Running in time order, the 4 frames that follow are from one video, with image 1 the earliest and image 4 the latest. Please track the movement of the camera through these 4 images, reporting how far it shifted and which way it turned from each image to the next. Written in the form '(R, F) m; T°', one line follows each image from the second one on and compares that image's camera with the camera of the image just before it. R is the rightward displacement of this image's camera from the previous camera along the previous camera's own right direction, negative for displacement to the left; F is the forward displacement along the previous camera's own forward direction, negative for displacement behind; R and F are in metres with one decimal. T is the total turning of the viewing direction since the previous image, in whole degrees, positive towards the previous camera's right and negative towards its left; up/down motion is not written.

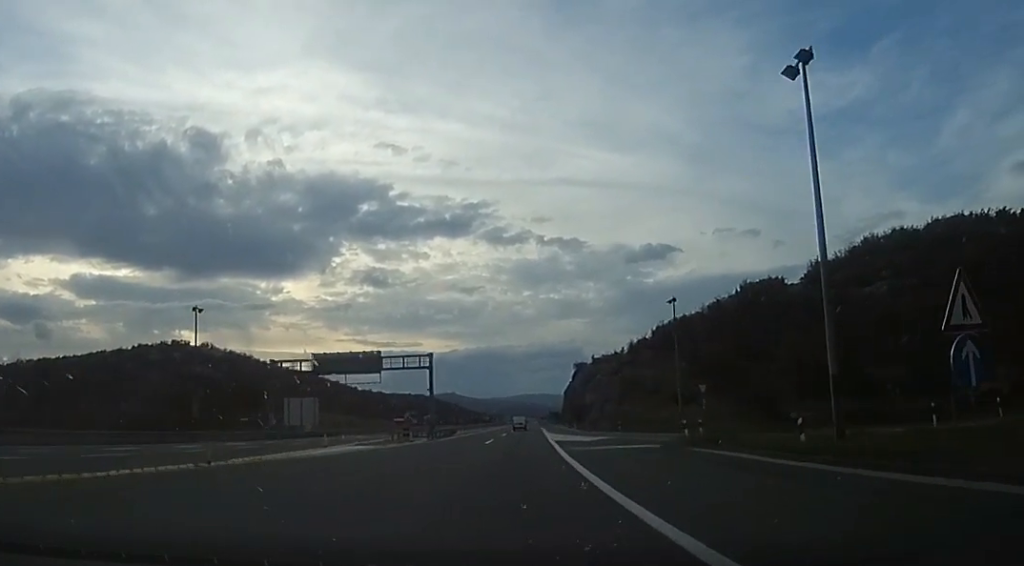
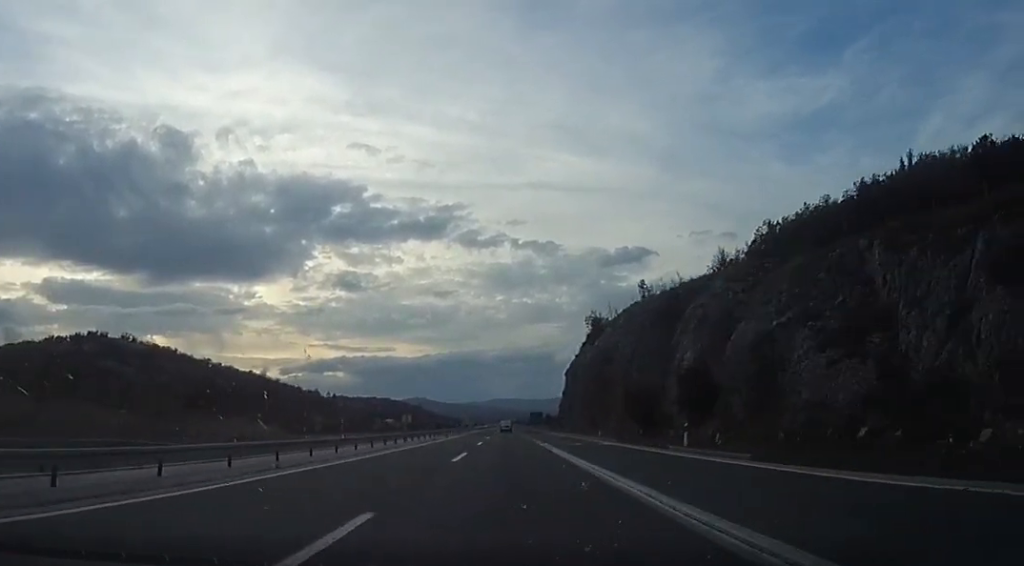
(+4.0, +71.2) m; +3°
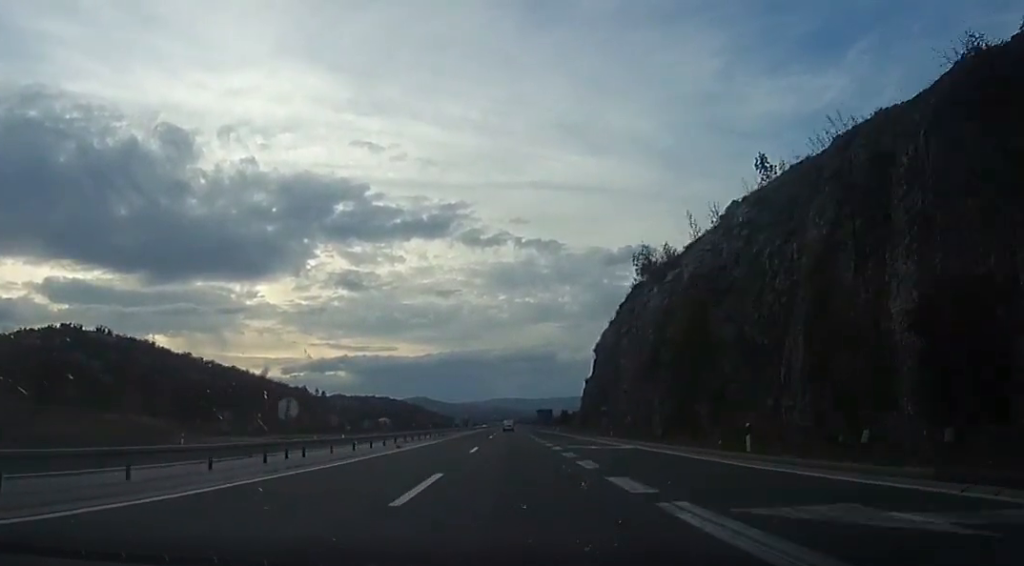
(0.0, +29.6) m; 0°
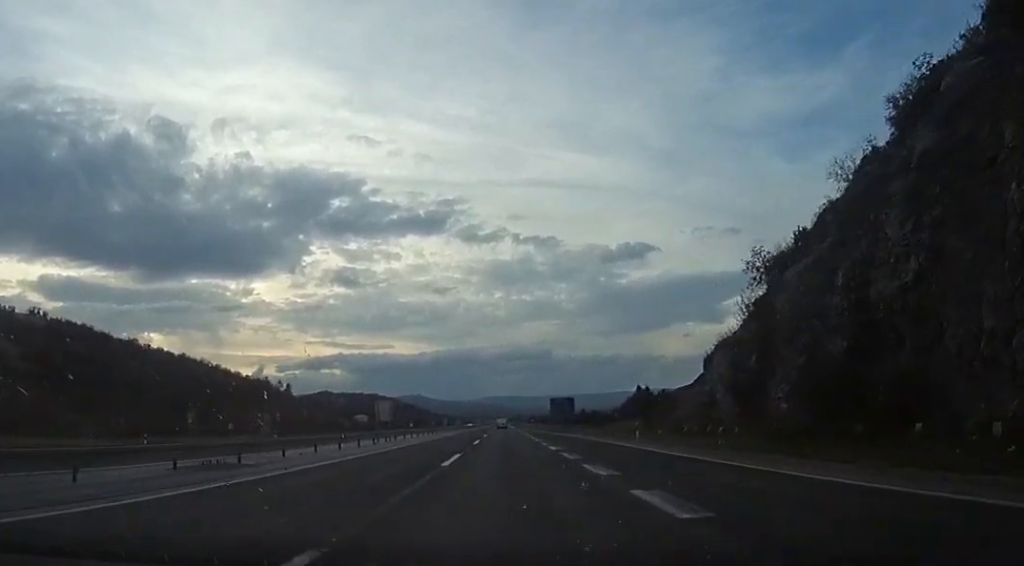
(0.0, +57.9) m; 0°
